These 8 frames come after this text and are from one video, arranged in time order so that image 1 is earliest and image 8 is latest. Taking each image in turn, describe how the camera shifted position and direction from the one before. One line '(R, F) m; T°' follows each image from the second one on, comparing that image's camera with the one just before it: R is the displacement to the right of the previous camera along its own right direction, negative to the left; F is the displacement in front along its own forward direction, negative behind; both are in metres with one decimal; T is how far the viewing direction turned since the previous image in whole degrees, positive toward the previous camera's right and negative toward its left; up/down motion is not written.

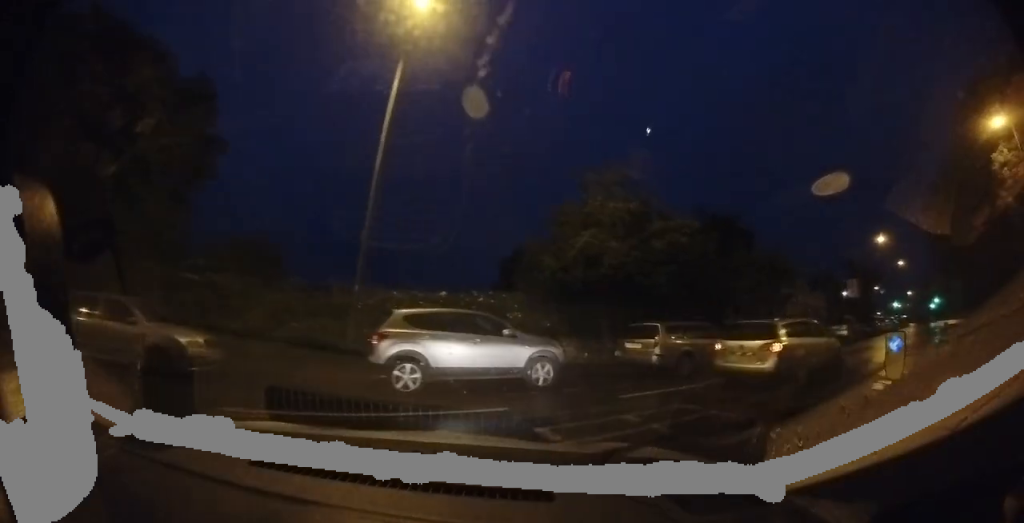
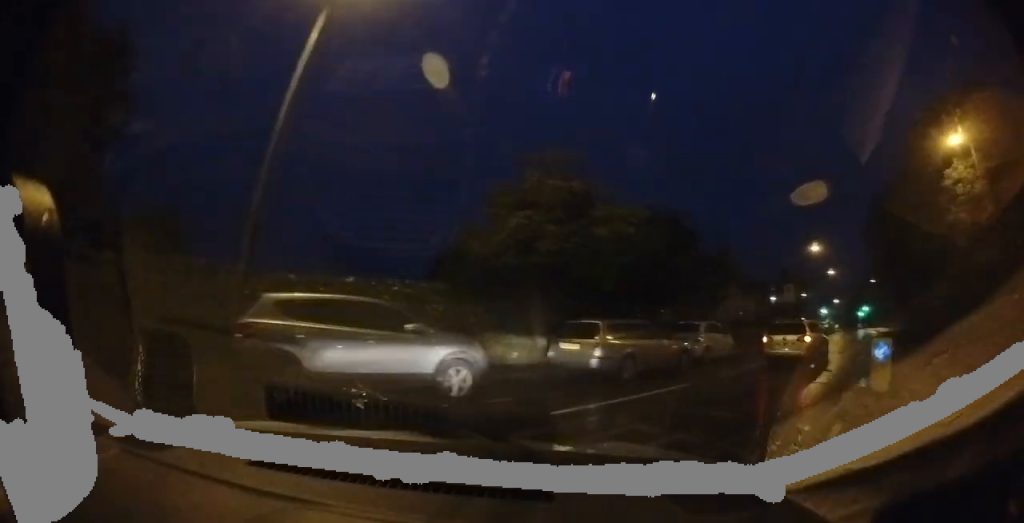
(+0.1, +1.7) m; +3°
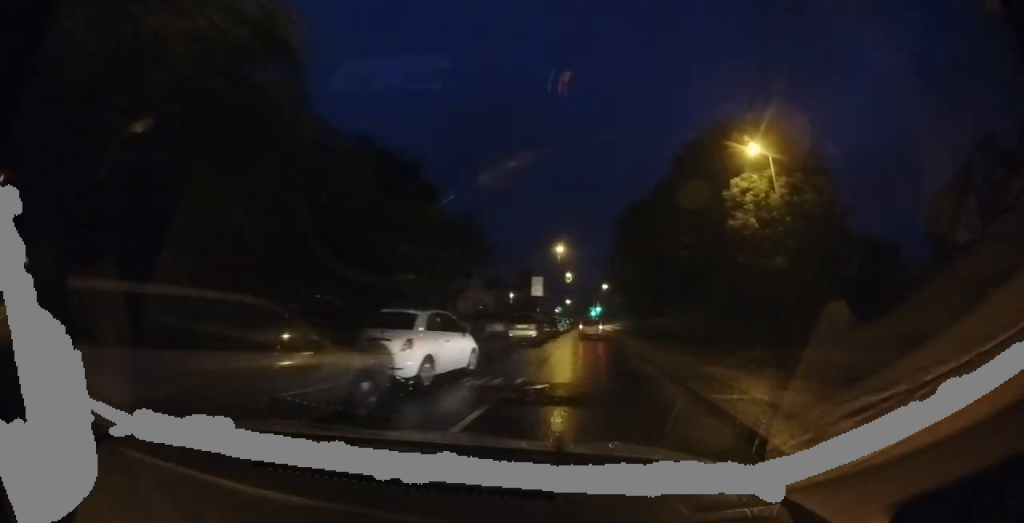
(+0.5, +6.3) m; +7°
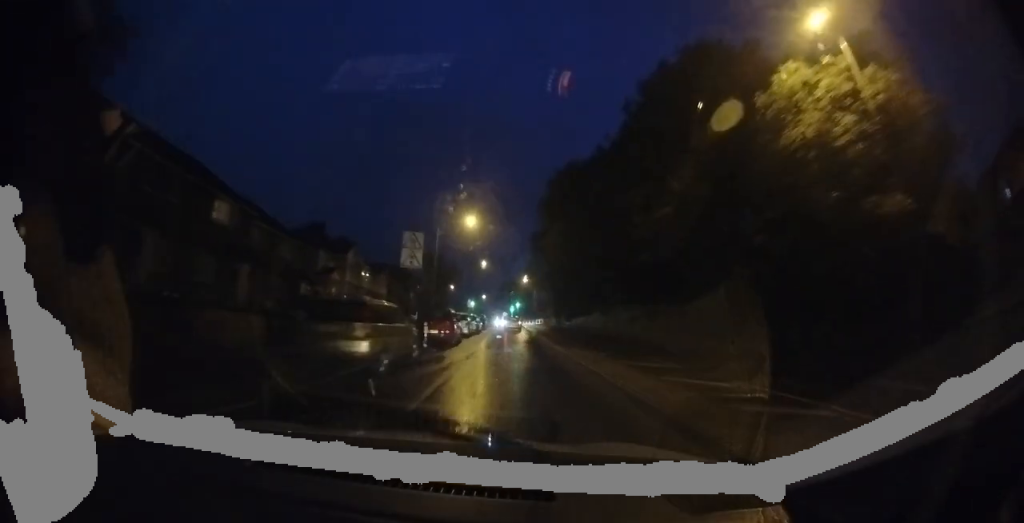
(+0.8, +10.6) m; +10°
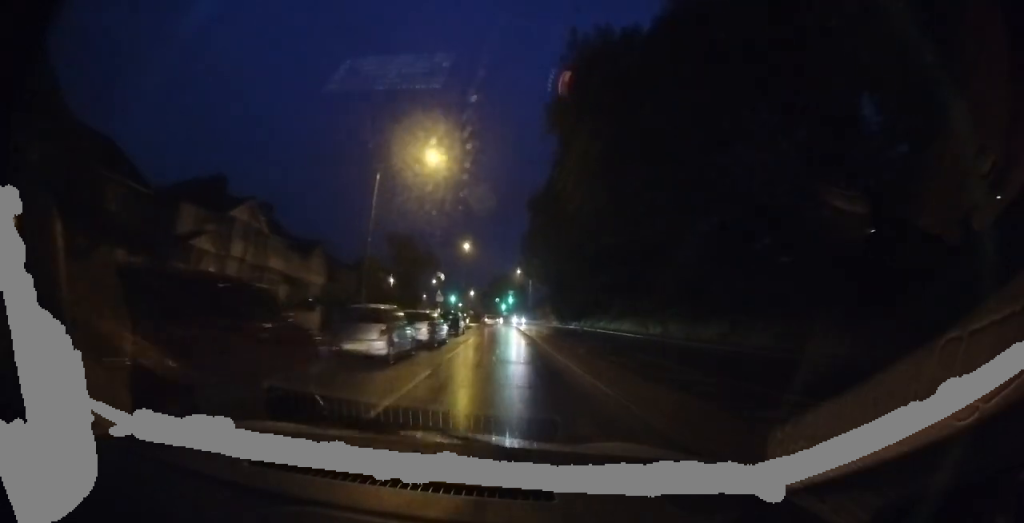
(+0.9, +13.5) m; +4°
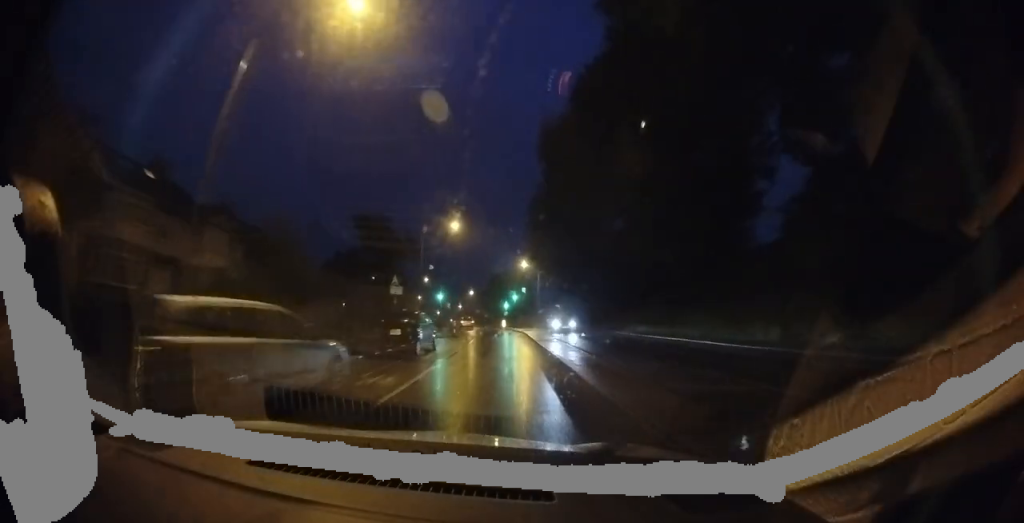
(0.0, +11.9) m; 0°
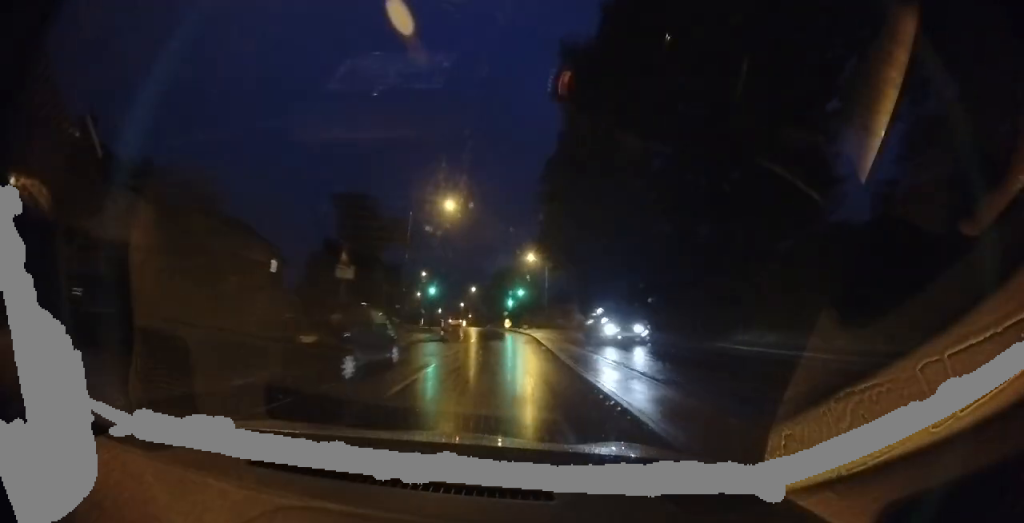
(0.0, +6.0) m; 0°
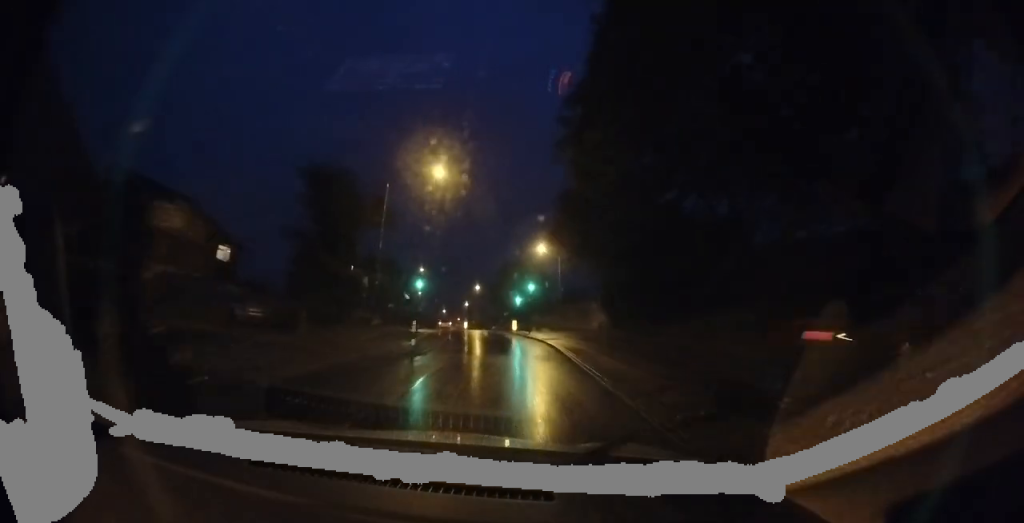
(0.0, +6.9) m; 0°
